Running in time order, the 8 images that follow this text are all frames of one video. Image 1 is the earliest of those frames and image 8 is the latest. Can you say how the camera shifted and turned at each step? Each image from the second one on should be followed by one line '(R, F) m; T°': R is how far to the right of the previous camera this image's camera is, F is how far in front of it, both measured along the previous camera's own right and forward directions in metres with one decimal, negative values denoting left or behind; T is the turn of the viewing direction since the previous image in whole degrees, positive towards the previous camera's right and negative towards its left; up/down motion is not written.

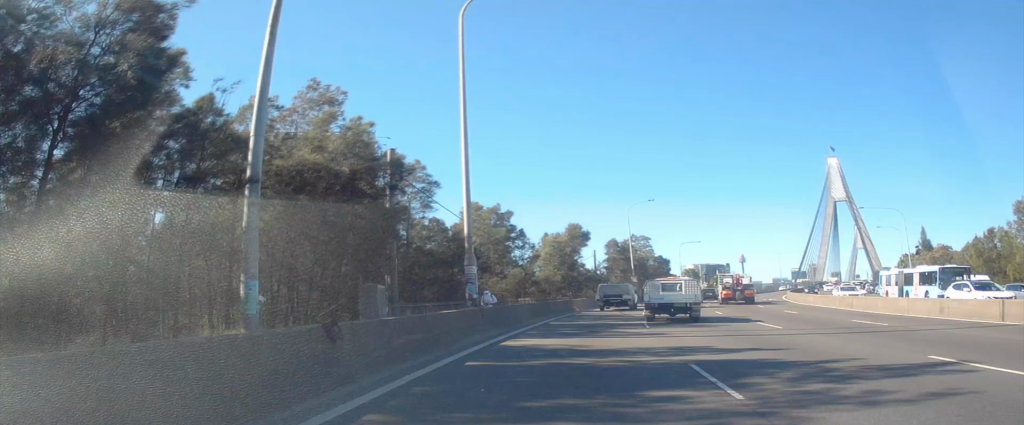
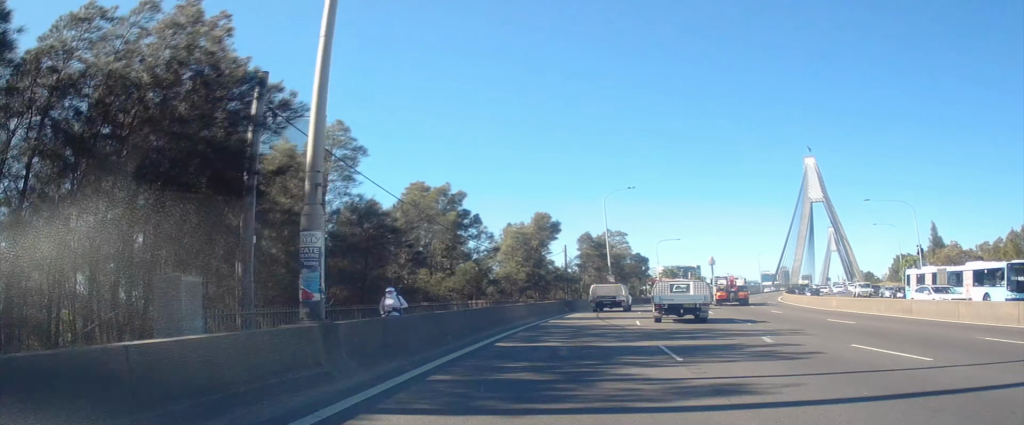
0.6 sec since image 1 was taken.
(+0.1, +8.9) m; +3°
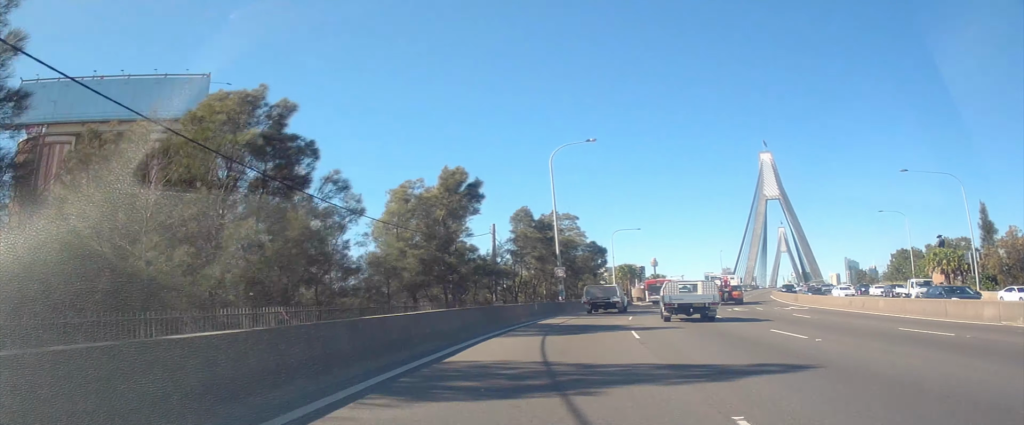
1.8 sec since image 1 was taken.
(+1.3, +19.7) m; +5°
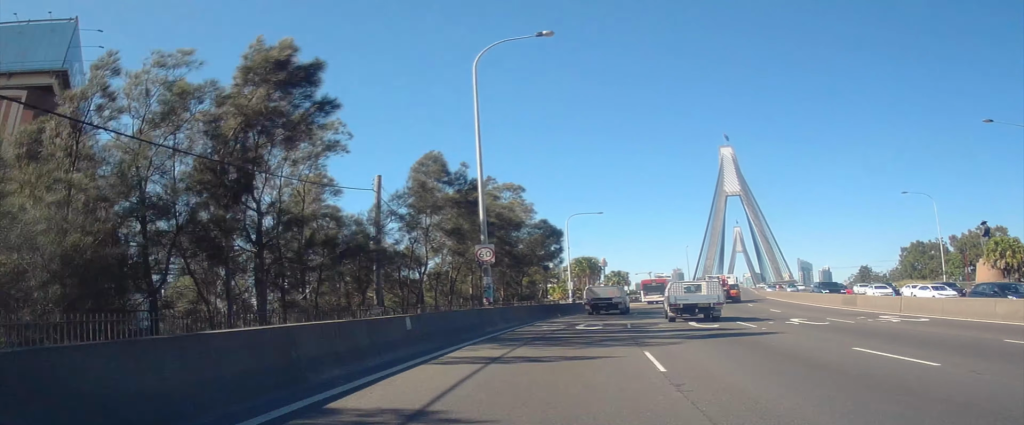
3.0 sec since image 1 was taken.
(+0.4, +18.7) m; +3°
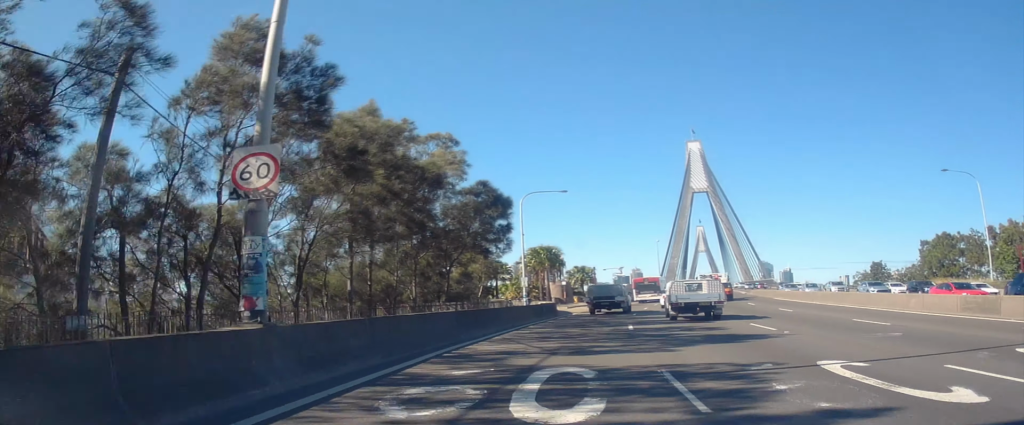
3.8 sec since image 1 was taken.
(+0.3, +14.2) m; +3°
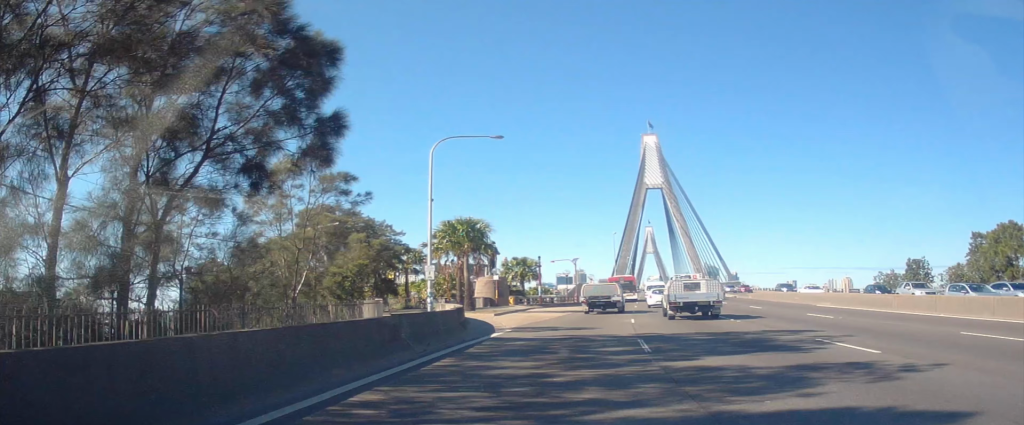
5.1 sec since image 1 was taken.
(+0.9, +20.7) m; +6°
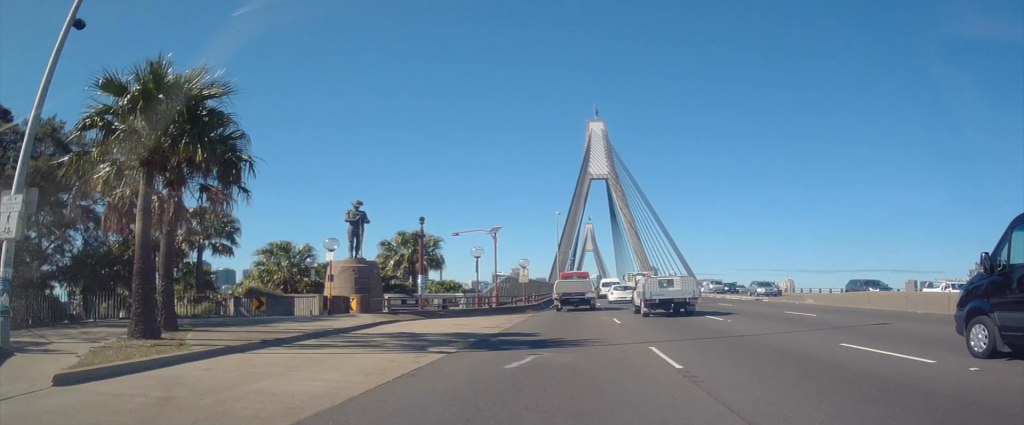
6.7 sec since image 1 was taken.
(+1.9, +25.9) m; +6°
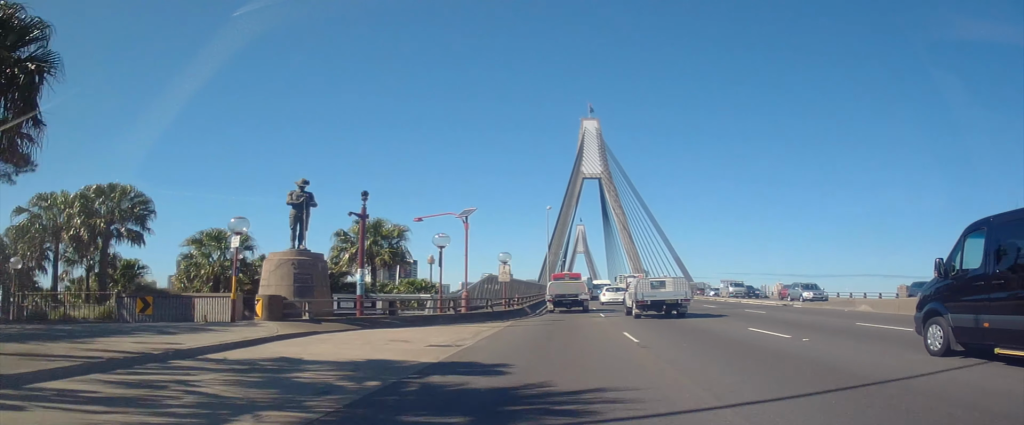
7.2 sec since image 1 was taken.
(+0.1, +8.1) m; 0°
